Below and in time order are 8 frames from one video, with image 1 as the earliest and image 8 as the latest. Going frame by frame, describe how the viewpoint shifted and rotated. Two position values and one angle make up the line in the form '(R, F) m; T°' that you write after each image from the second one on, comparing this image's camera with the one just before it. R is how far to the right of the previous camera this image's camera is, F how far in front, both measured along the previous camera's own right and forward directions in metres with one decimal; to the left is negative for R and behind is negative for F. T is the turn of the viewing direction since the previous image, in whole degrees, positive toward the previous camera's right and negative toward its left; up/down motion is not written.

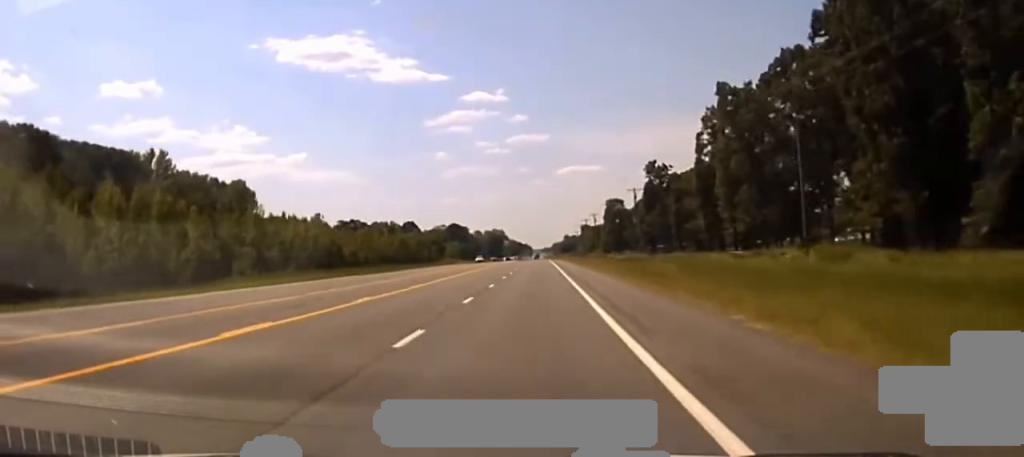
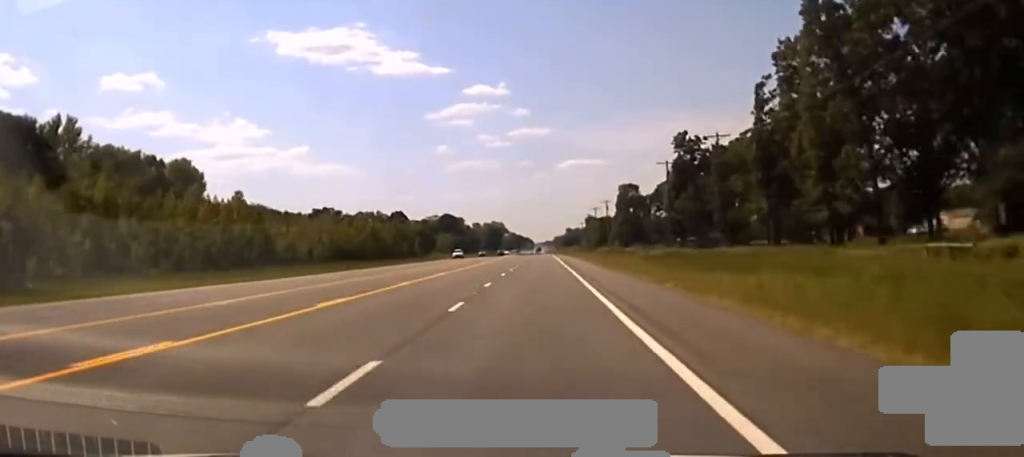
(0.0, +41.1) m; -1°
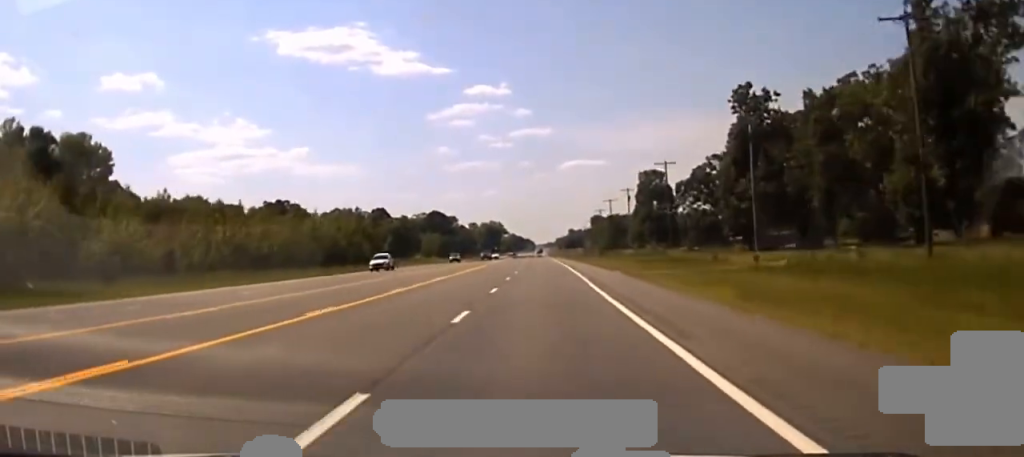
(-0.5, +51.5) m; 0°
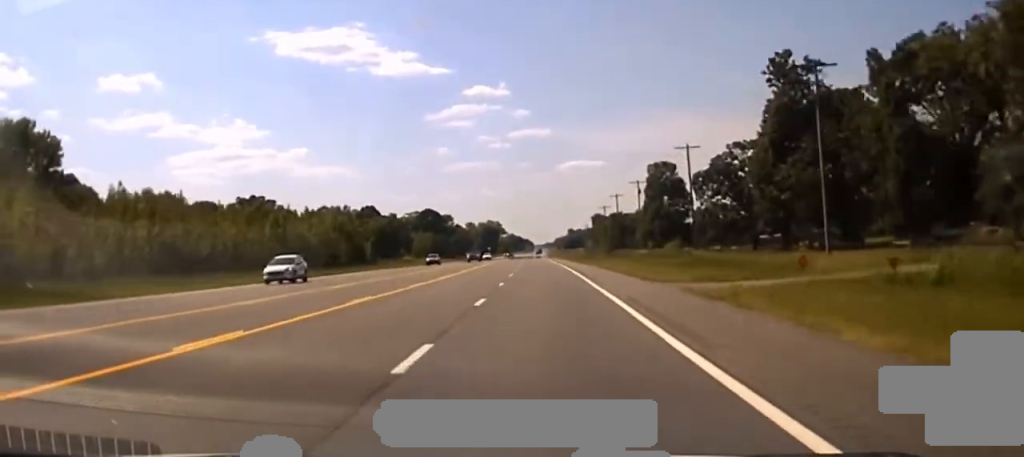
(+0.1, +23.0) m; 0°
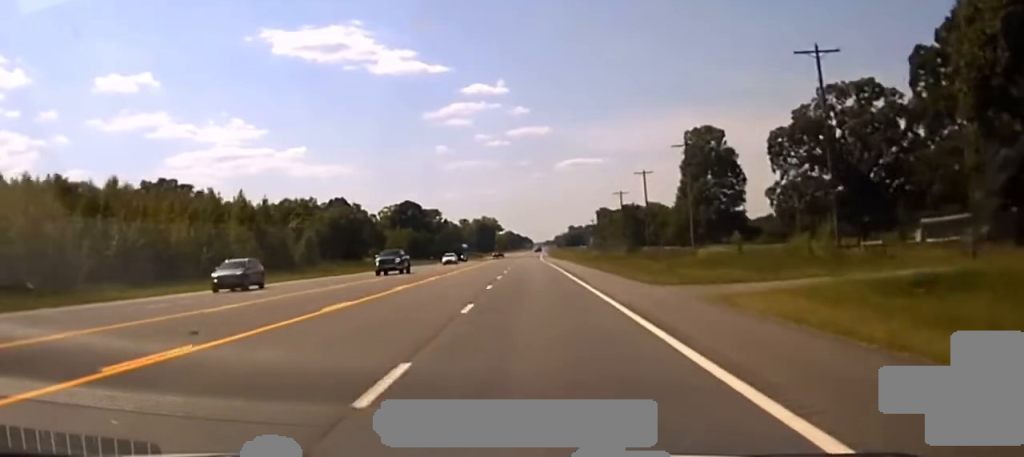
(+0.3, +57.9) m; 0°
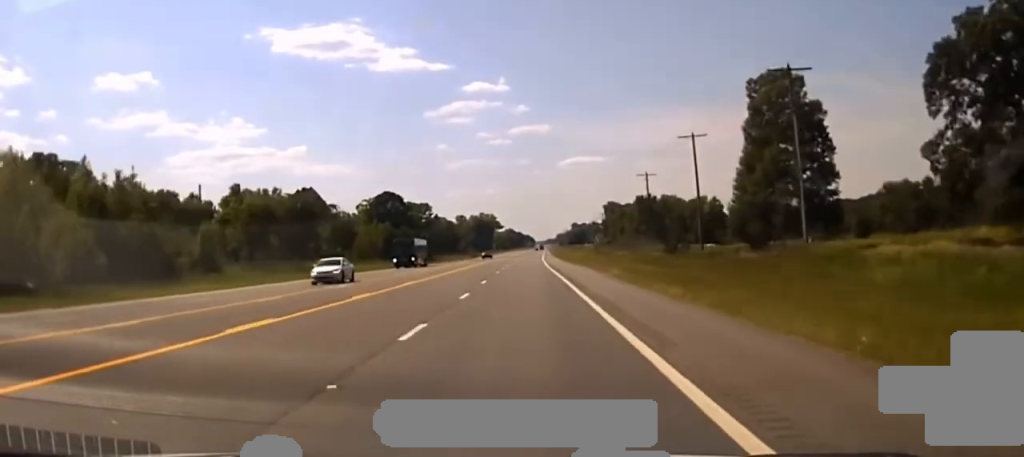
(-0.3, +44.7) m; 0°
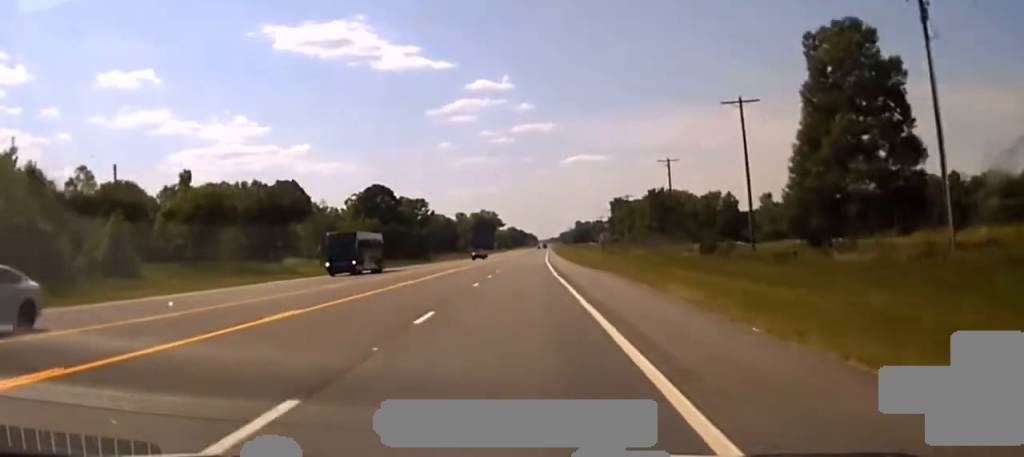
(-0.1, +21.5) m; 0°
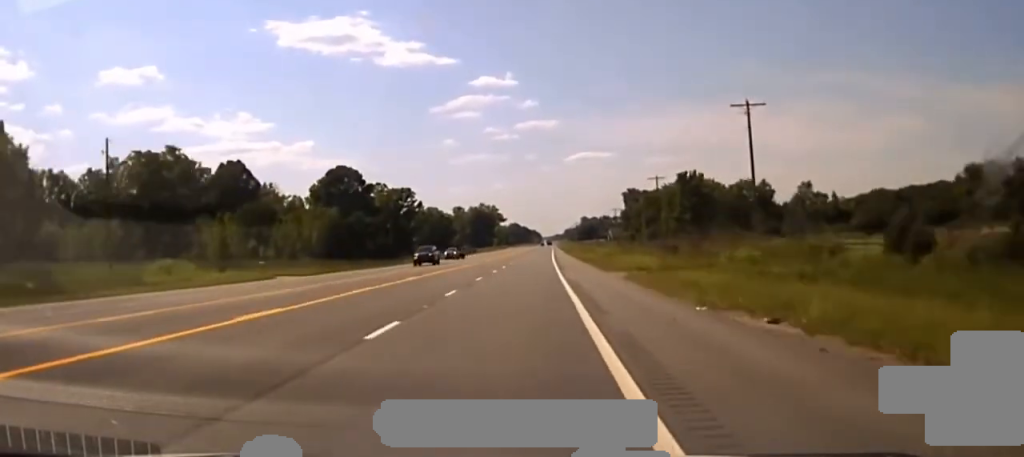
(+0.2, +43.2) m; 0°
